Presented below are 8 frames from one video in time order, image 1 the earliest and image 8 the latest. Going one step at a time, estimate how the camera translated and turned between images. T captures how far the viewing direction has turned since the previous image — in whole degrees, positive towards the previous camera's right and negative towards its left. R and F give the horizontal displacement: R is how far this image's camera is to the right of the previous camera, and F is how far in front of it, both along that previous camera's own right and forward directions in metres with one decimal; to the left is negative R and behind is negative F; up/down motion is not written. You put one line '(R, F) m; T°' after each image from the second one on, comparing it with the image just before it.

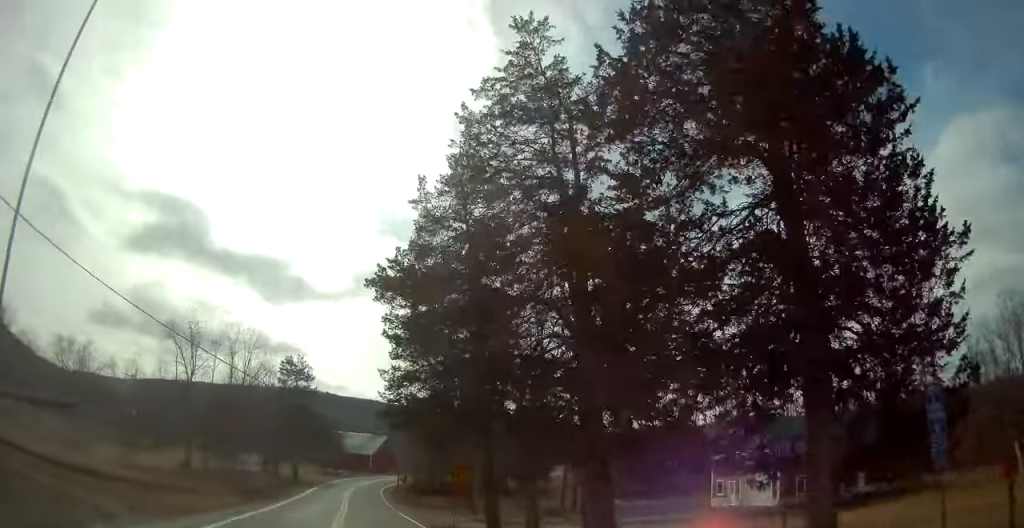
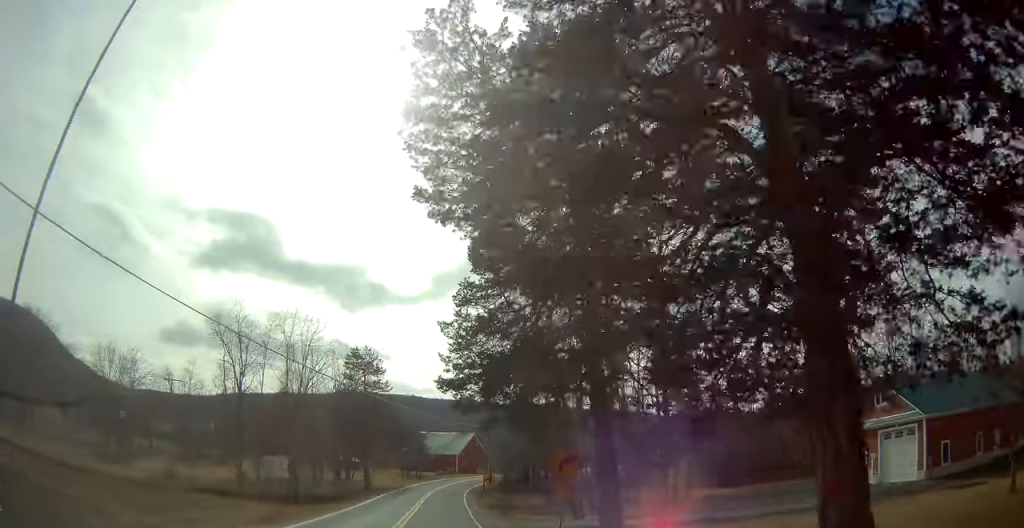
(-1.1, +7.6) m; -12°
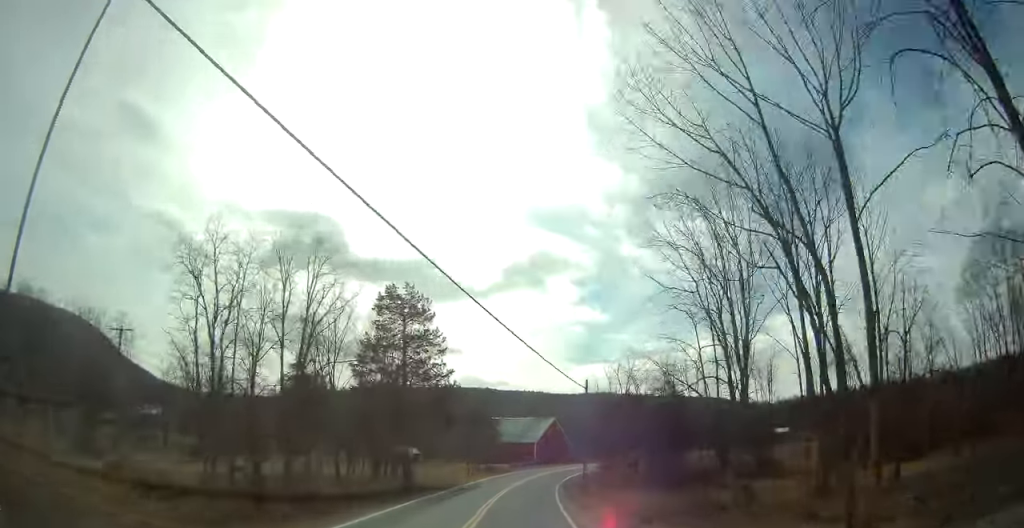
(-2.4, +18.1) m; -15°
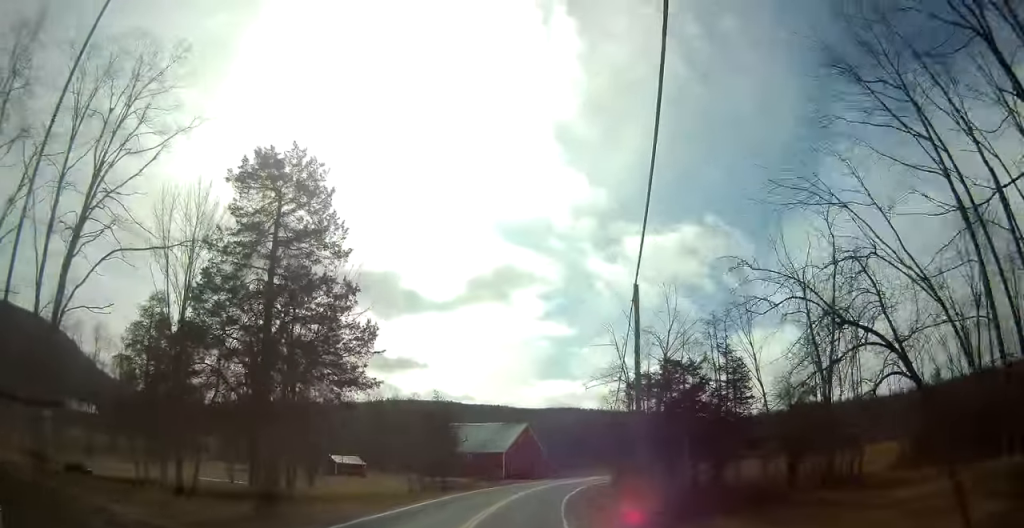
(-0.2, +20.7) m; +1°
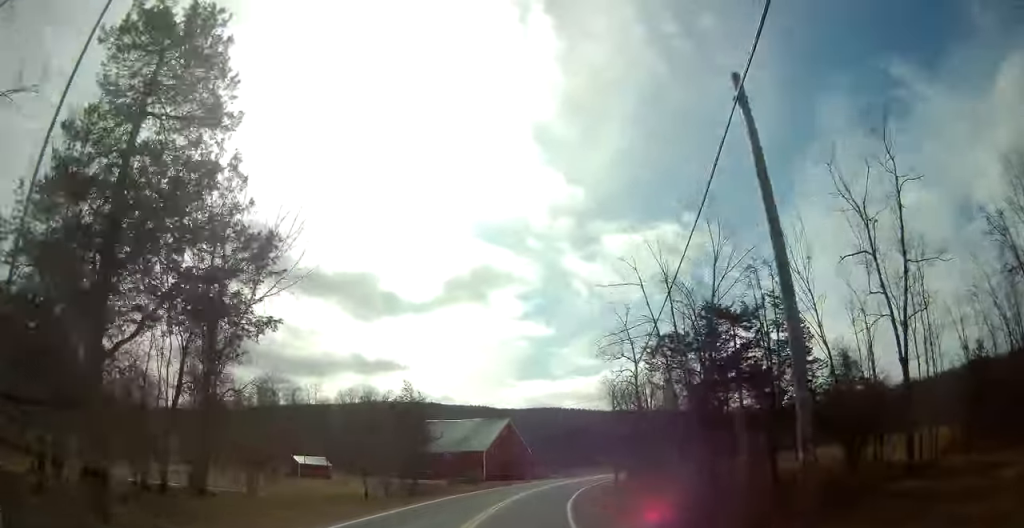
(+0.2, +9.8) m; +2°
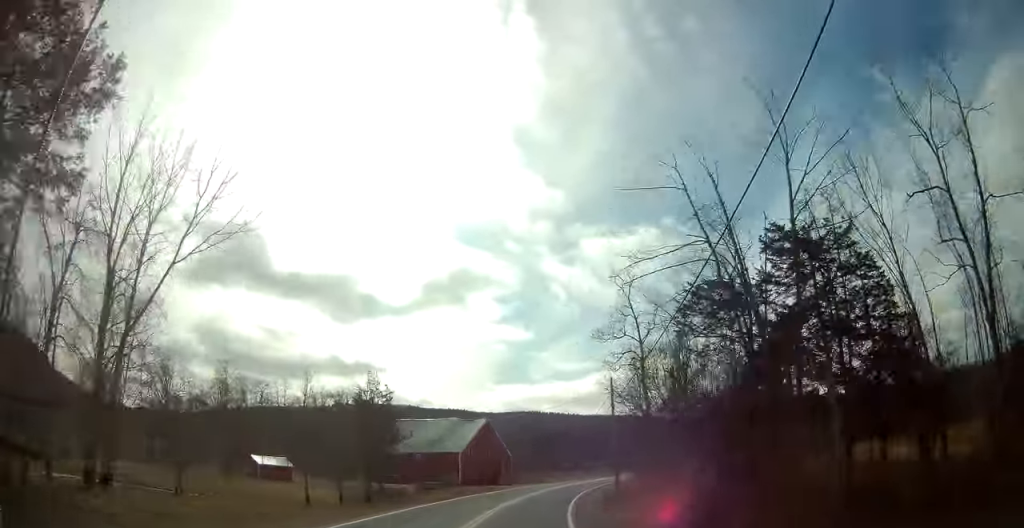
(-0.1, +8.4) m; +2°
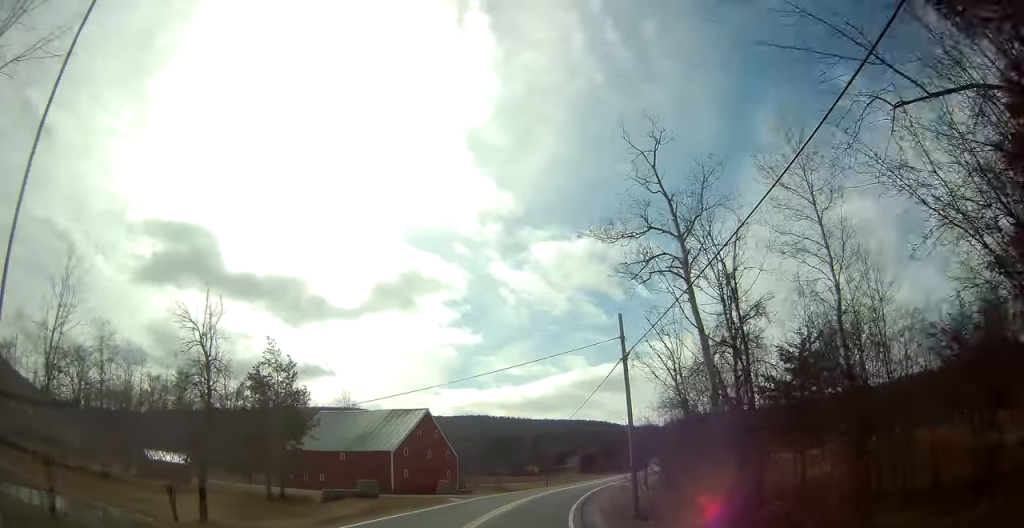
(+0.7, +17.8) m; +4°
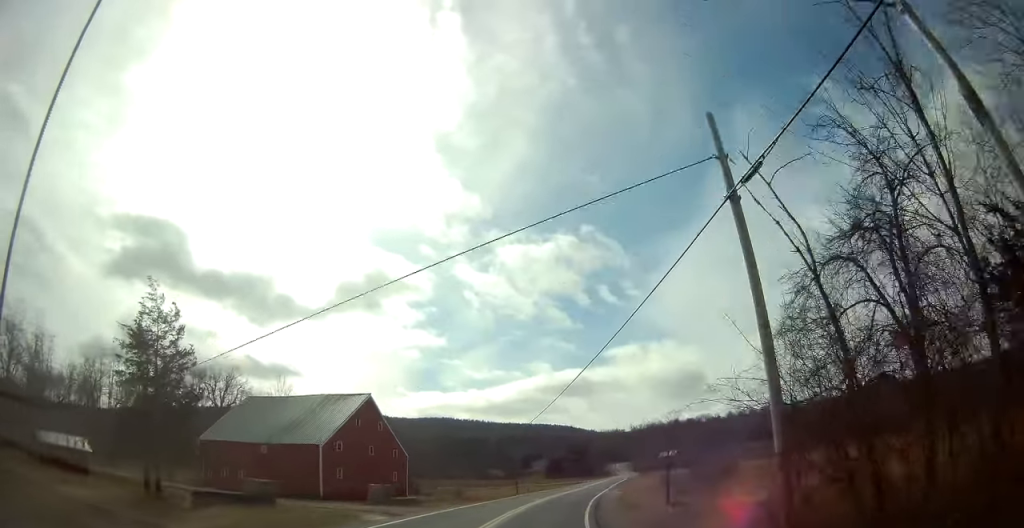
(+0.4, +14.7) m; +3°
